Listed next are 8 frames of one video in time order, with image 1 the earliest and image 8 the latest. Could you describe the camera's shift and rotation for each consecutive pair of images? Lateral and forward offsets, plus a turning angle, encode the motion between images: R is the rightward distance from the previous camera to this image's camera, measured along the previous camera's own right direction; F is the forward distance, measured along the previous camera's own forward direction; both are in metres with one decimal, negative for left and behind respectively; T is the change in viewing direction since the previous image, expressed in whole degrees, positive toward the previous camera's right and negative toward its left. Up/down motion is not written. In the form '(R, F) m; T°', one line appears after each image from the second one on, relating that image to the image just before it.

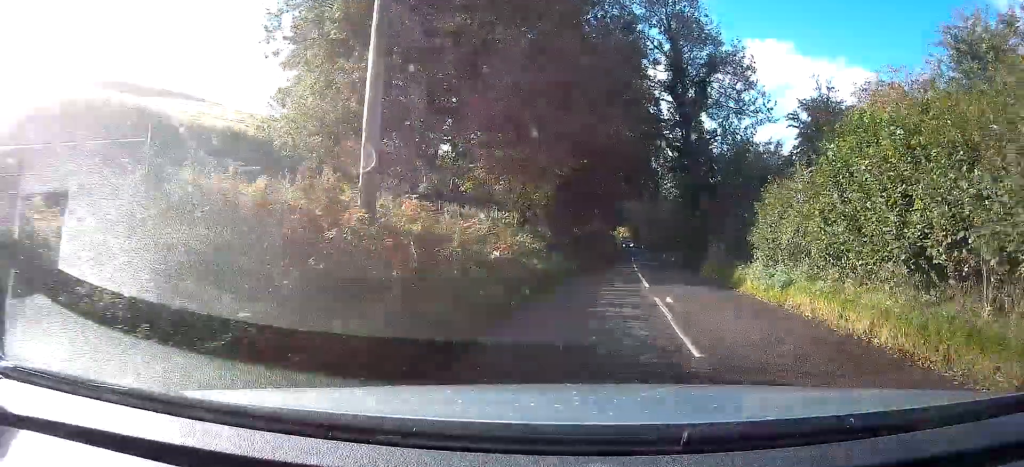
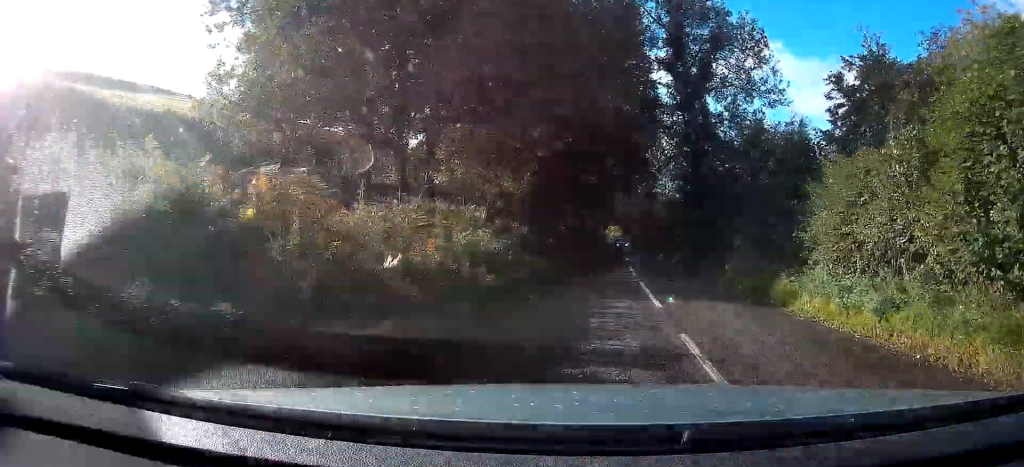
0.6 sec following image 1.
(+0.1, +5.2) m; +2°
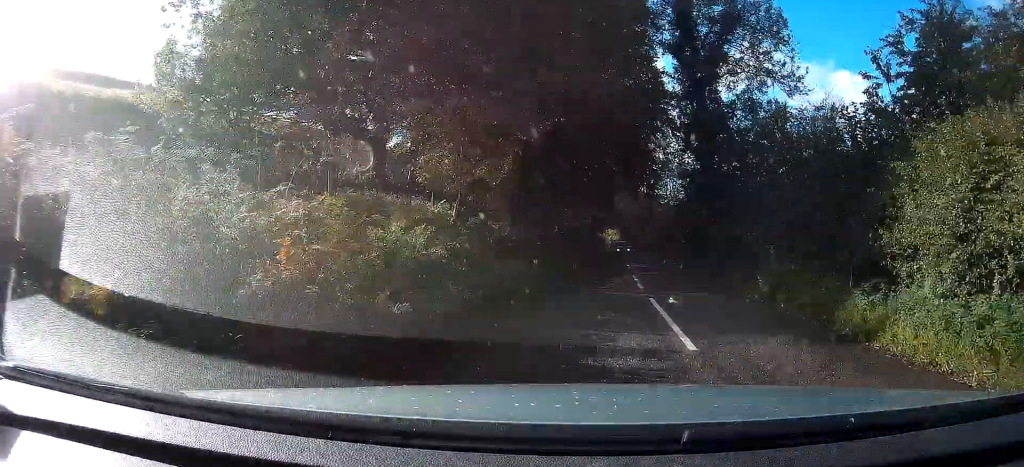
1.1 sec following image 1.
(+0.1, +3.6) m; -1°
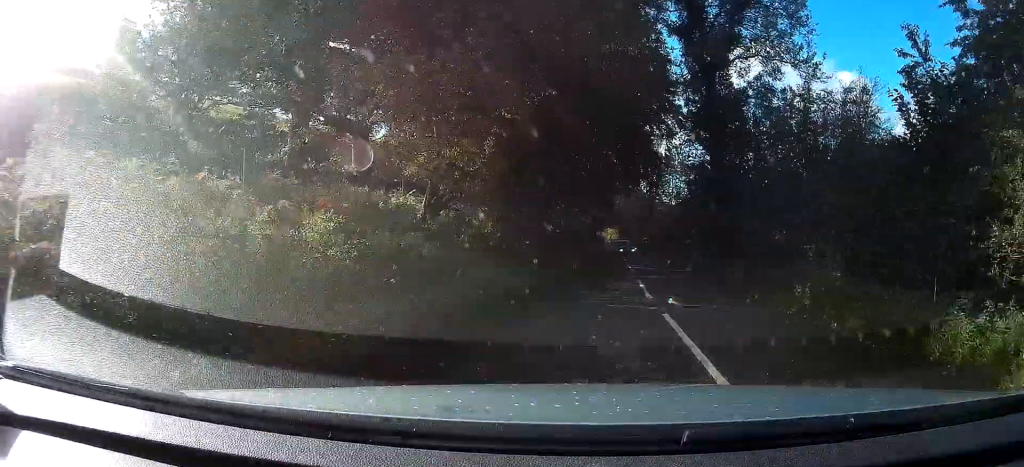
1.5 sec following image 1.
(+0.1, +3.0) m; -1°
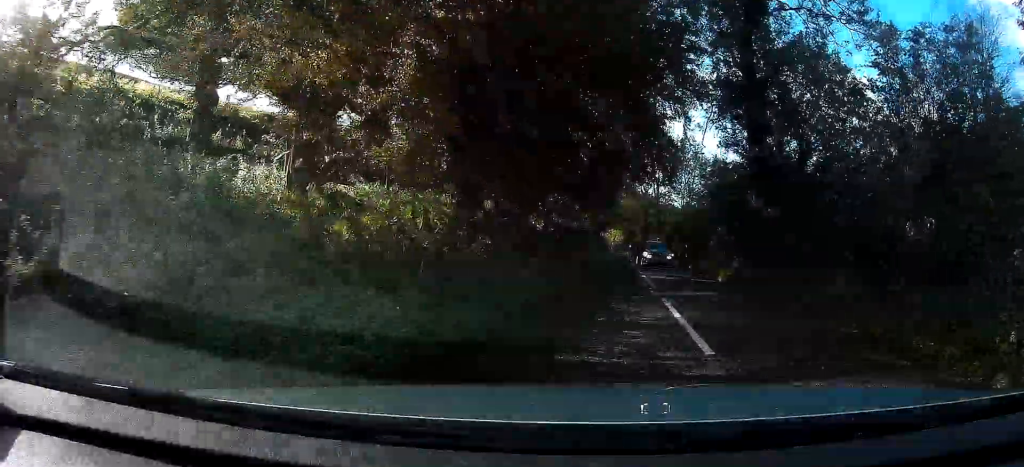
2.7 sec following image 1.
(-0.5, +7.1) m; -5°
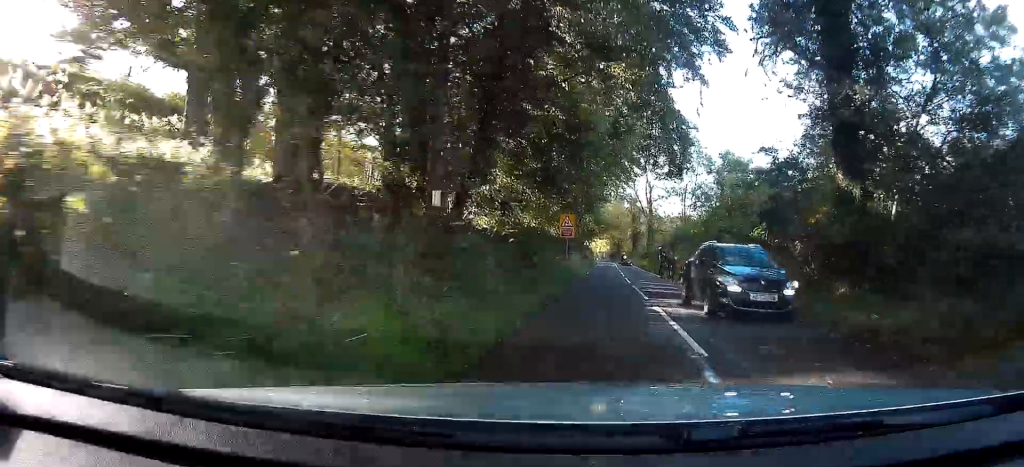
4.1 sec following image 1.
(+0.3, +9.4) m; +6°
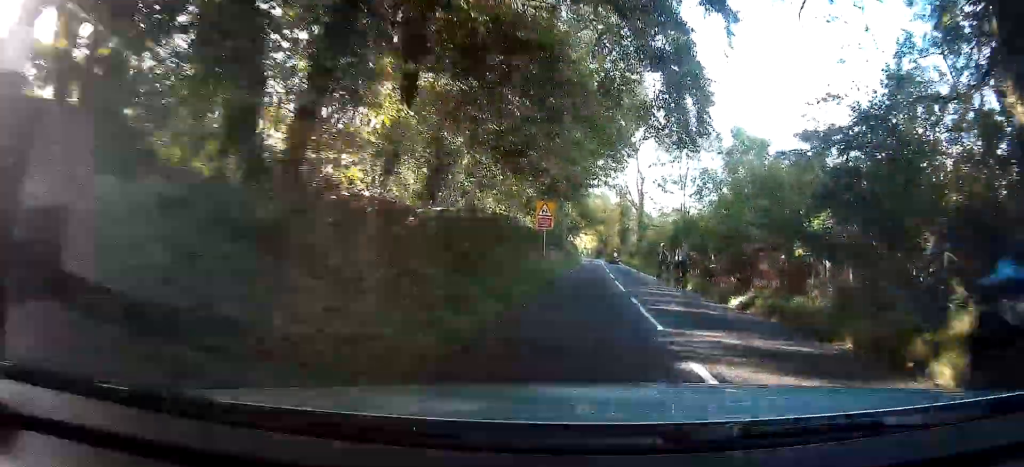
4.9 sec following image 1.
(+0.3, +6.2) m; +3°
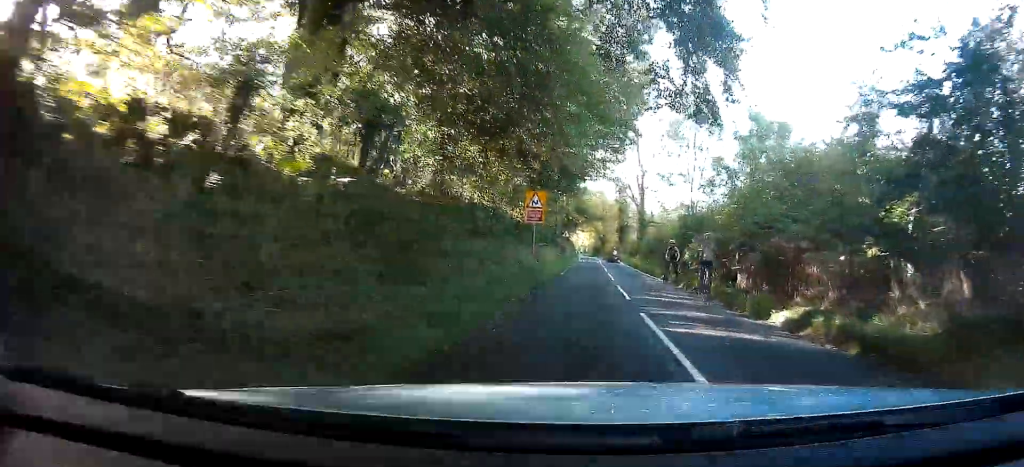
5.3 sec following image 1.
(+0.1, +3.6) m; +1°
